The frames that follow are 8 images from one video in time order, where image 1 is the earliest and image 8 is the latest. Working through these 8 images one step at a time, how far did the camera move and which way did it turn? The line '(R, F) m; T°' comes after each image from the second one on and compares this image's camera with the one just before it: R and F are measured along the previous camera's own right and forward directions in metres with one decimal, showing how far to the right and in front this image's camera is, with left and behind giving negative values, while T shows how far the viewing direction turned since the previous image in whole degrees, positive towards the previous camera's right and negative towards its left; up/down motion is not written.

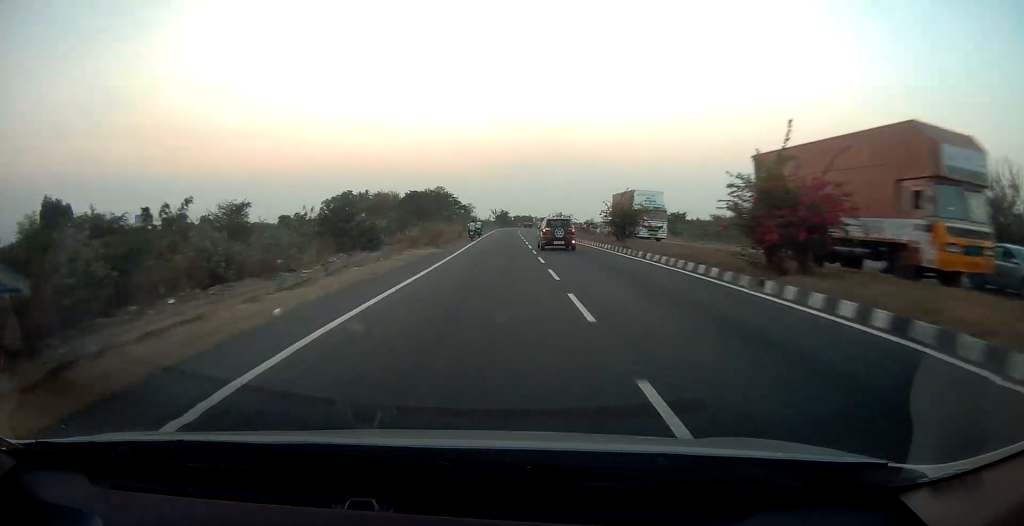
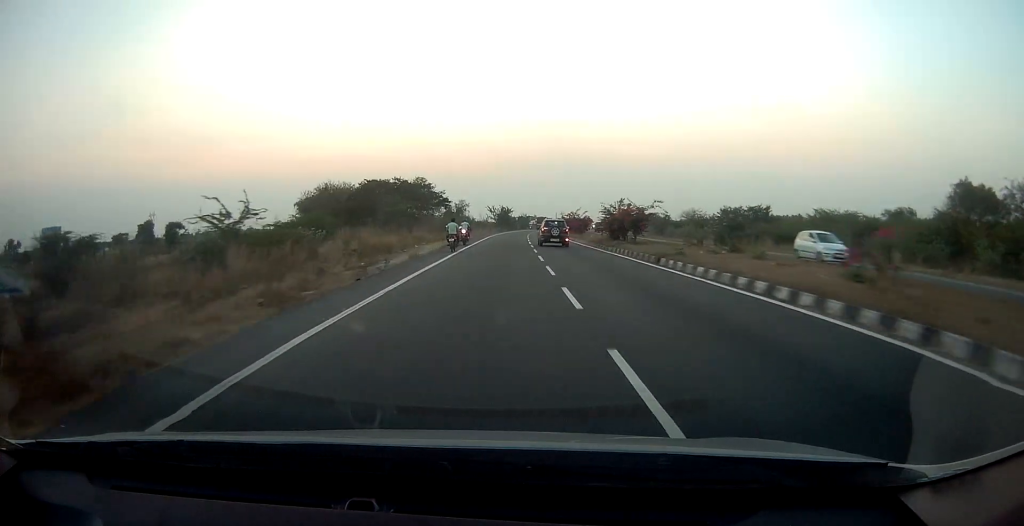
(-0.2, +40.4) m; 0°
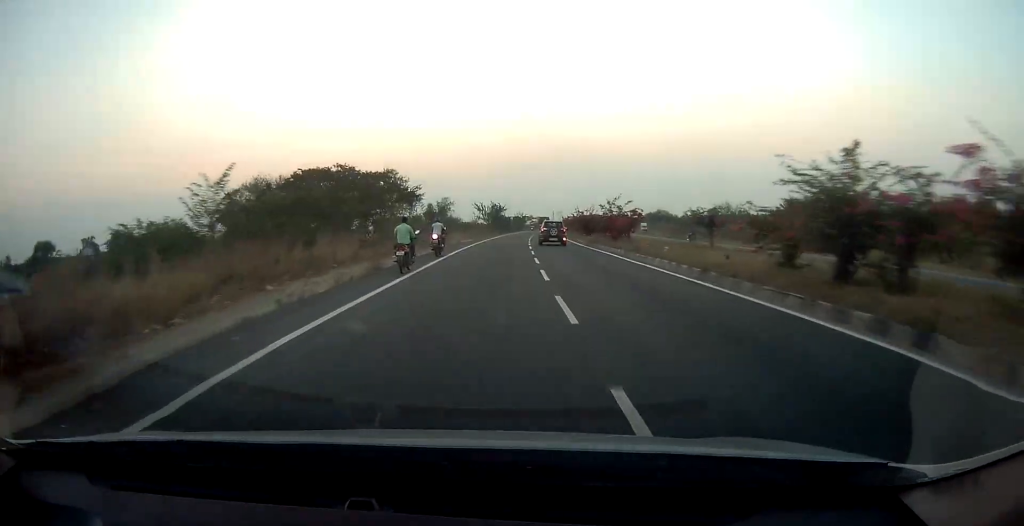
(+0.1, +25.3) m; 0°
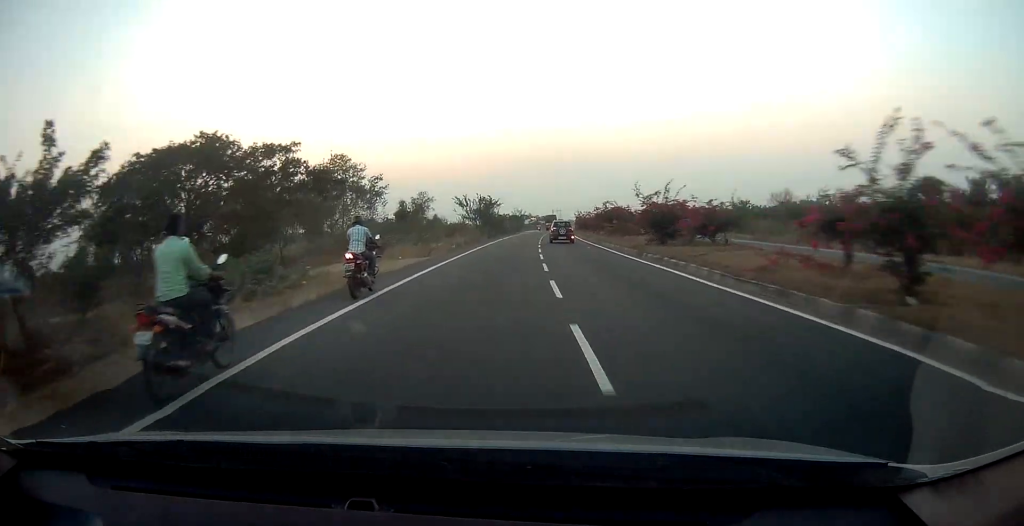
(0.0, +27.1) m; 0°
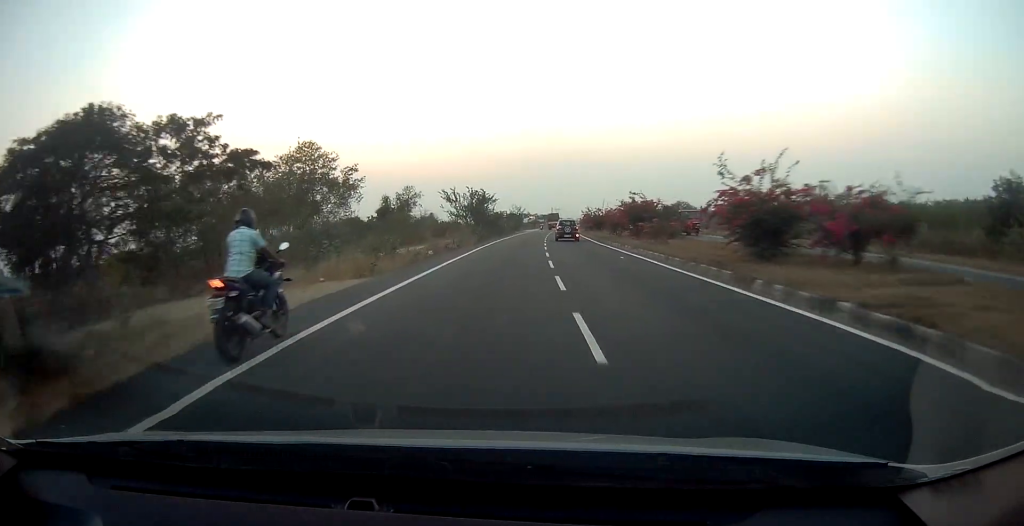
(0.0, +11.0) m; 0°
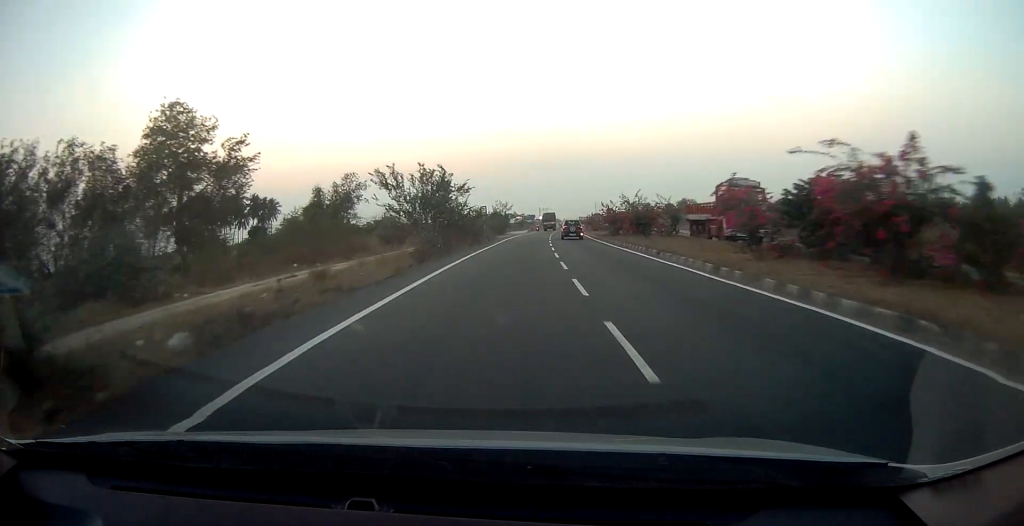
(+0.1, +24.8) m; +2°
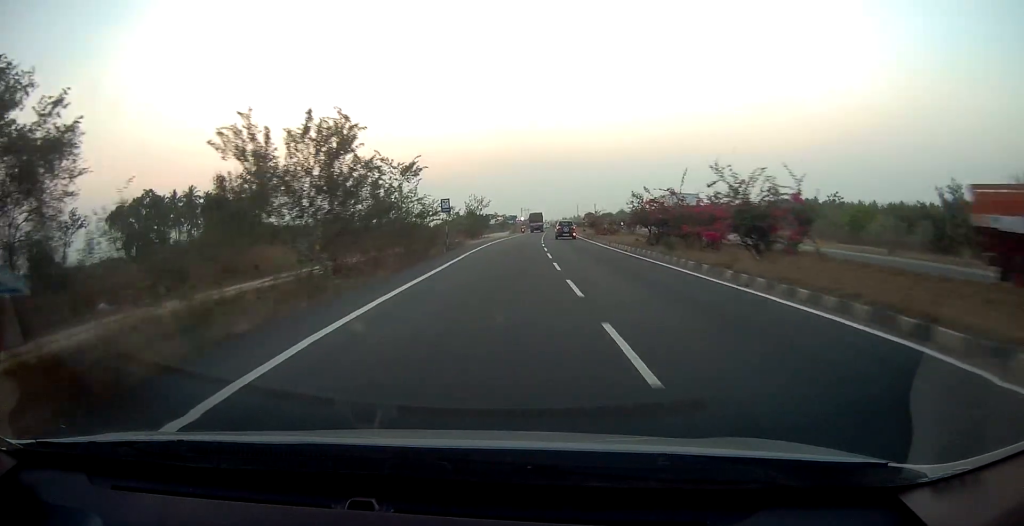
(+0.4, +18.1) m; +2°
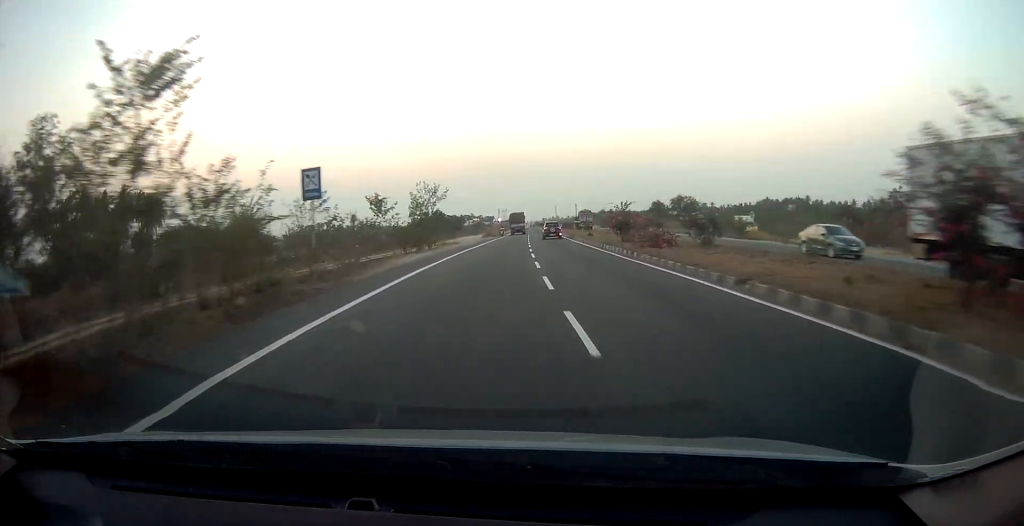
(+0.4, +23.0) m; +2°
